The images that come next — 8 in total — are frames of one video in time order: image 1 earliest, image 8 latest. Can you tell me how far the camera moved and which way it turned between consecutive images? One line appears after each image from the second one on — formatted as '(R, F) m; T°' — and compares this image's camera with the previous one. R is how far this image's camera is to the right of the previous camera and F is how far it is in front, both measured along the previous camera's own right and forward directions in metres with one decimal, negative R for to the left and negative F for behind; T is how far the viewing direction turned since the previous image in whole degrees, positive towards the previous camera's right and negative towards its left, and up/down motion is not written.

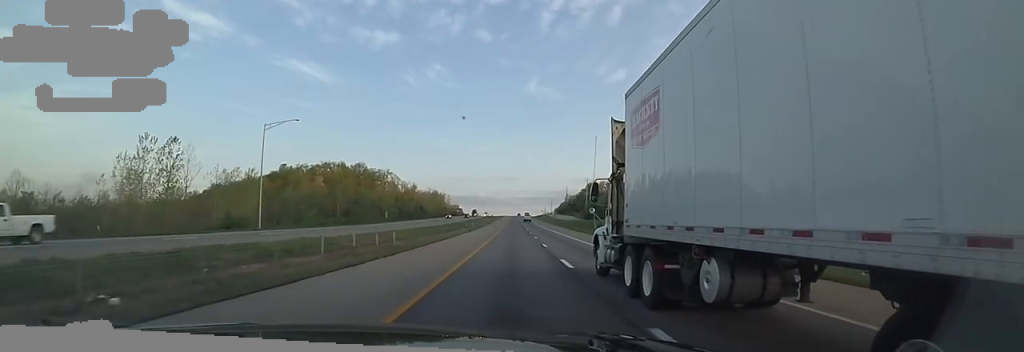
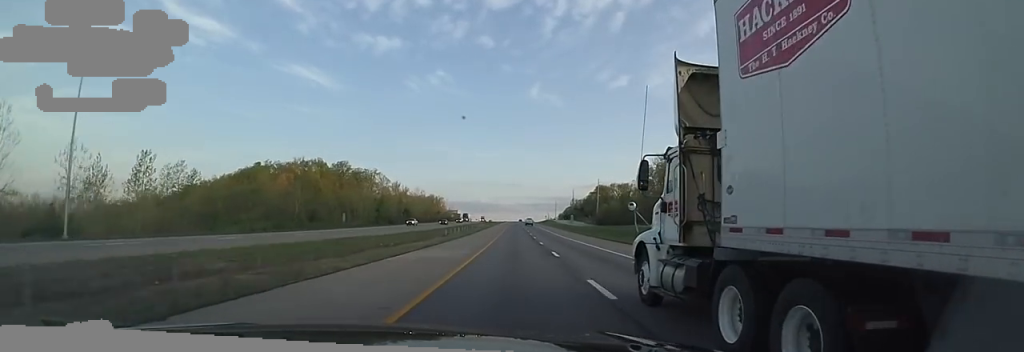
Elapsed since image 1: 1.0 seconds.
(-0.4, +30.0) m; -1°
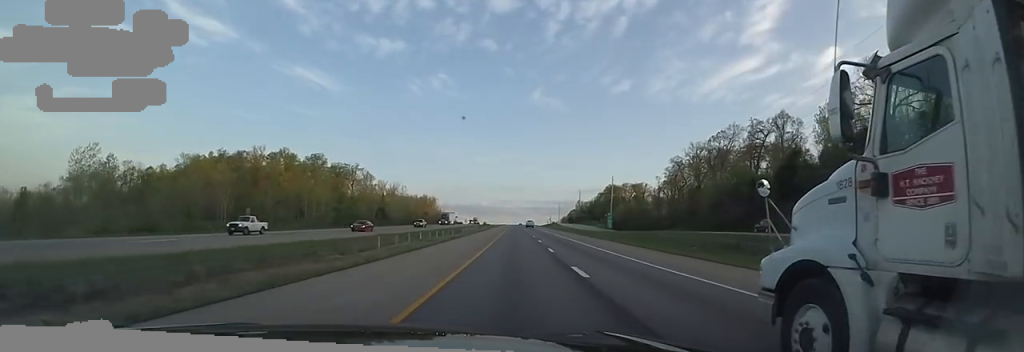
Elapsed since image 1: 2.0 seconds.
(-0.2, +32.2) m; -1°
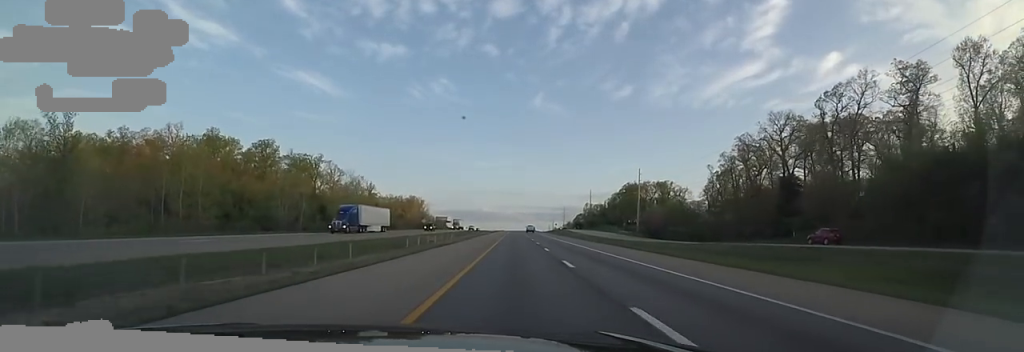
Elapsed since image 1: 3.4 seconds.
(-0.6, +45.1) m; 0°
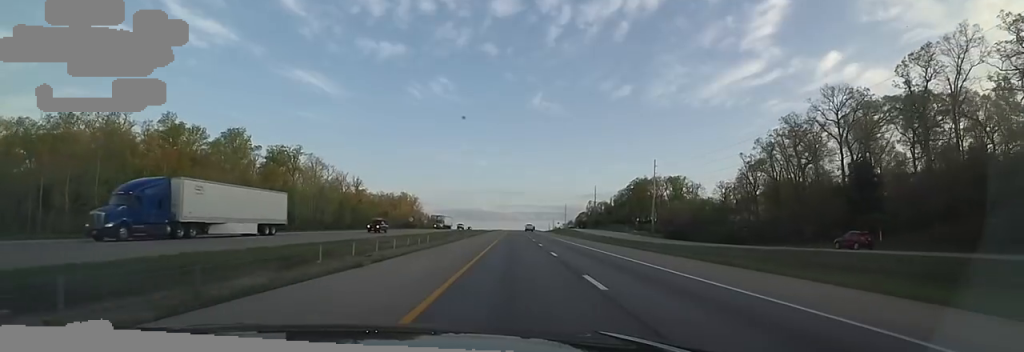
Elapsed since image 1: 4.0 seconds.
(+0.6, +18.7) m; 0°
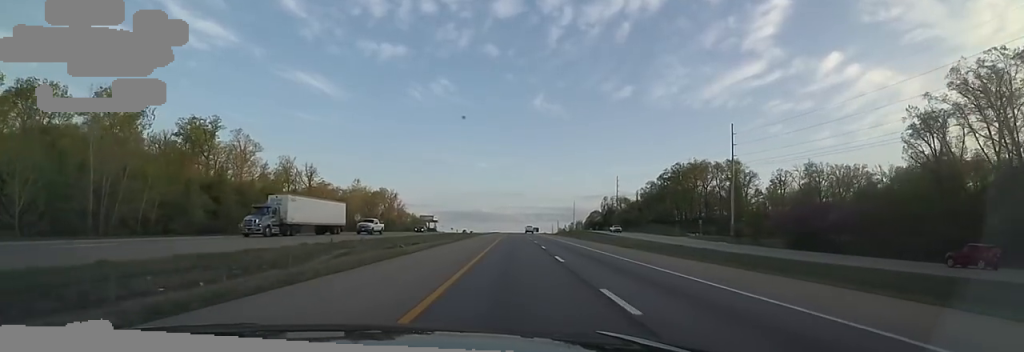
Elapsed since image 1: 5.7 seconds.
(-0.4, +52.5) m; 0°
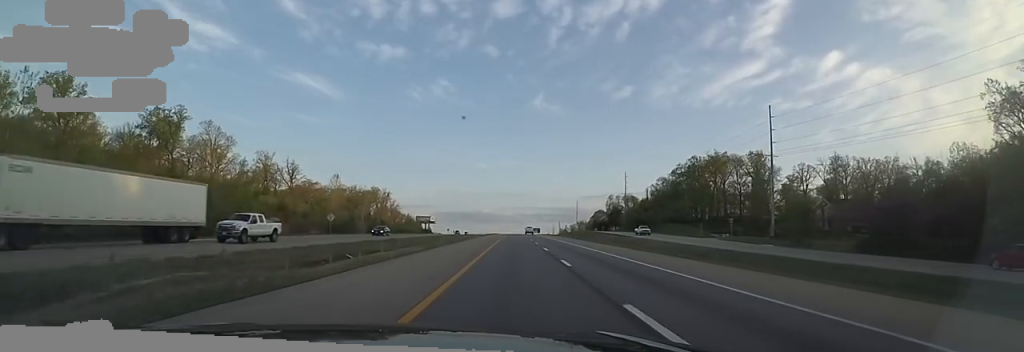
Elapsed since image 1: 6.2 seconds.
(+0.4, +14.6) m; 0°
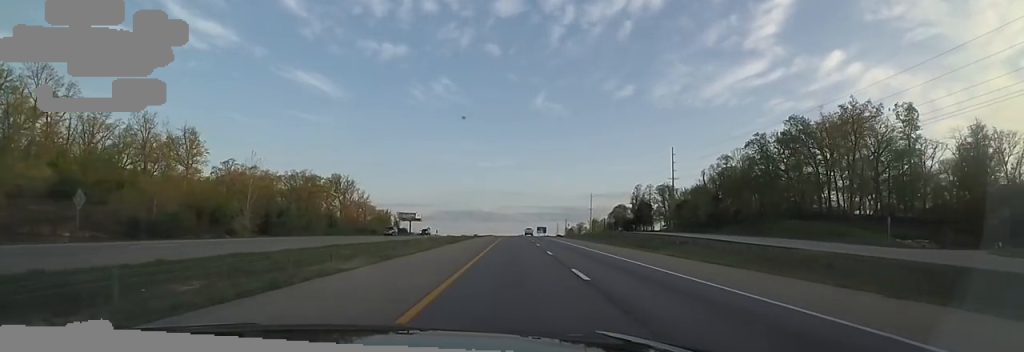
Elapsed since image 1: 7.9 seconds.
(-0.2, +53.0) m; 0°
